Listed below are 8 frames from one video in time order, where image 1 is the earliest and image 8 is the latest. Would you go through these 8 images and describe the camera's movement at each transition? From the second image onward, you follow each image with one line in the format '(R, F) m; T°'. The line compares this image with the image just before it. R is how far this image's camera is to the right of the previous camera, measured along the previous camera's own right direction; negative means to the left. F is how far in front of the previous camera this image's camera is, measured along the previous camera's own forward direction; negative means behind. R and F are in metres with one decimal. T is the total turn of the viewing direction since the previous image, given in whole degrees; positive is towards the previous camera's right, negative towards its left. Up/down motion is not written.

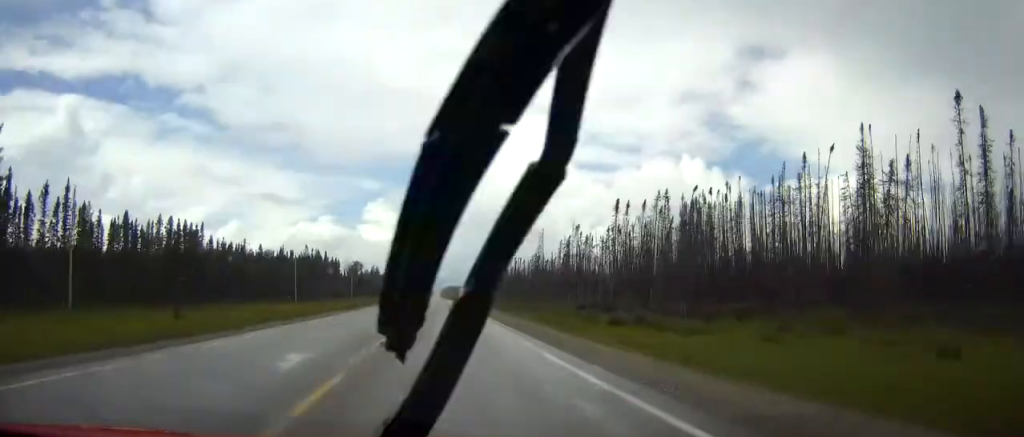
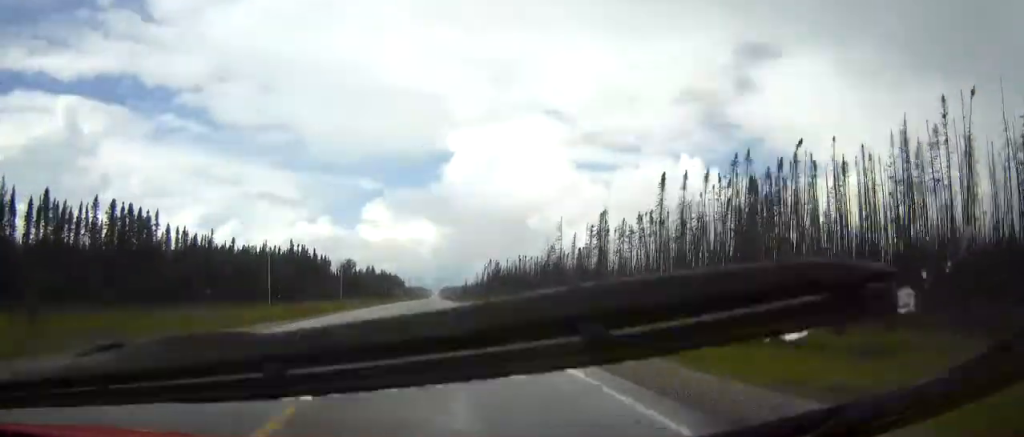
(-0.1, +20.9) m; 0°
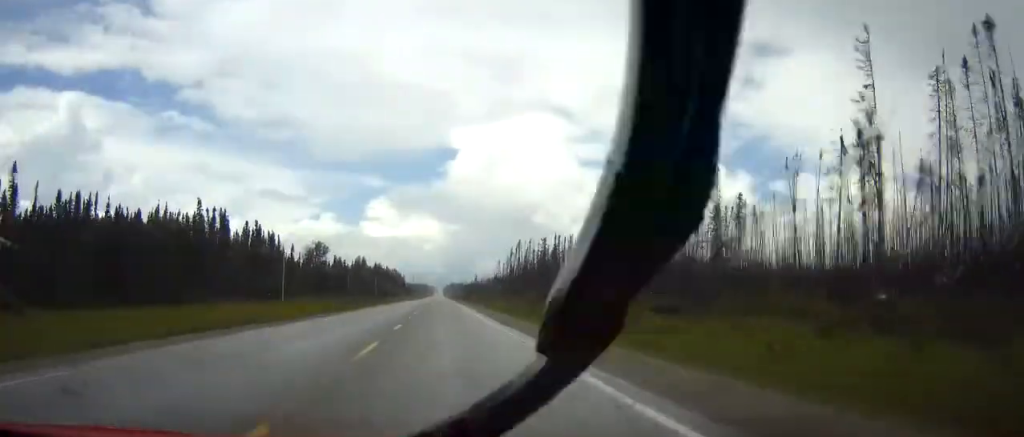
(+0.2, +82.9) m; 0°
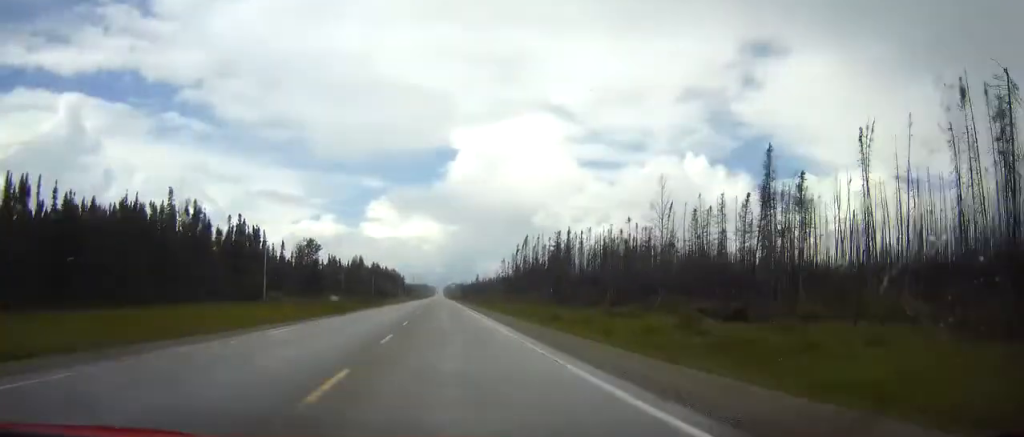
(0.0, +14.0) m; 0°
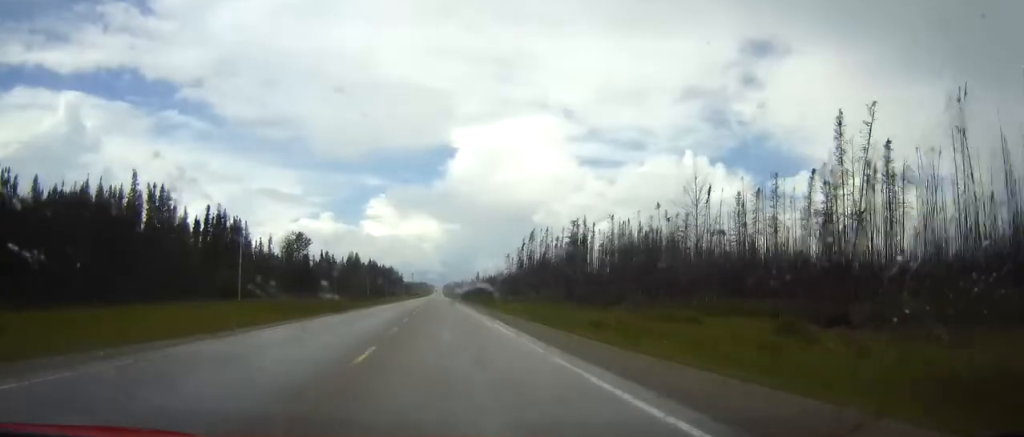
(0.0, +14.0) m; 0°
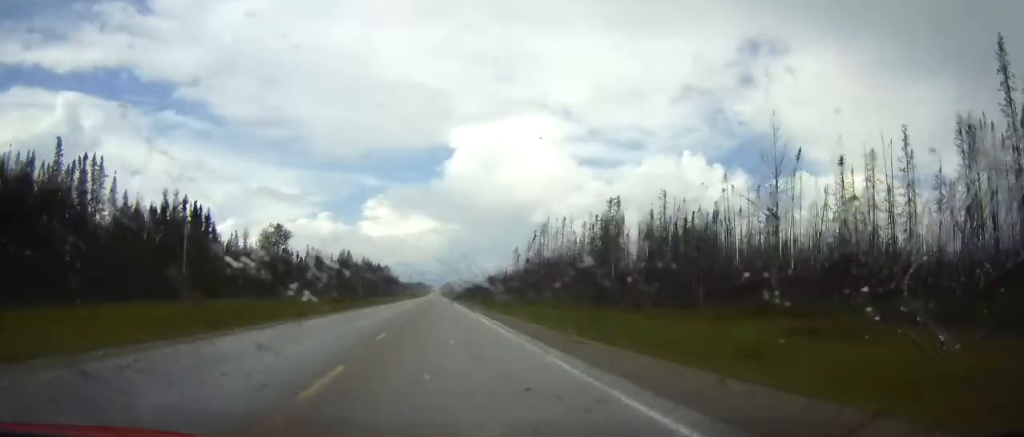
(0.0, +22.0) m; 0°
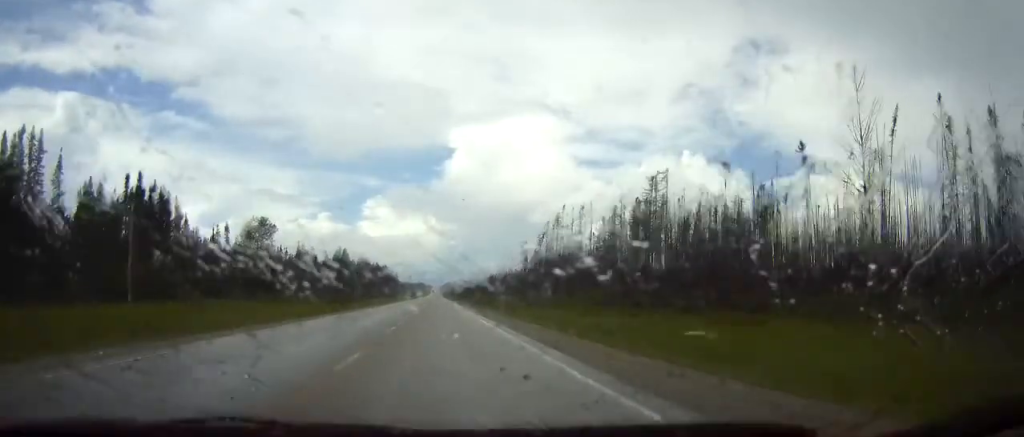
(0.0, +15.0) m; 0°
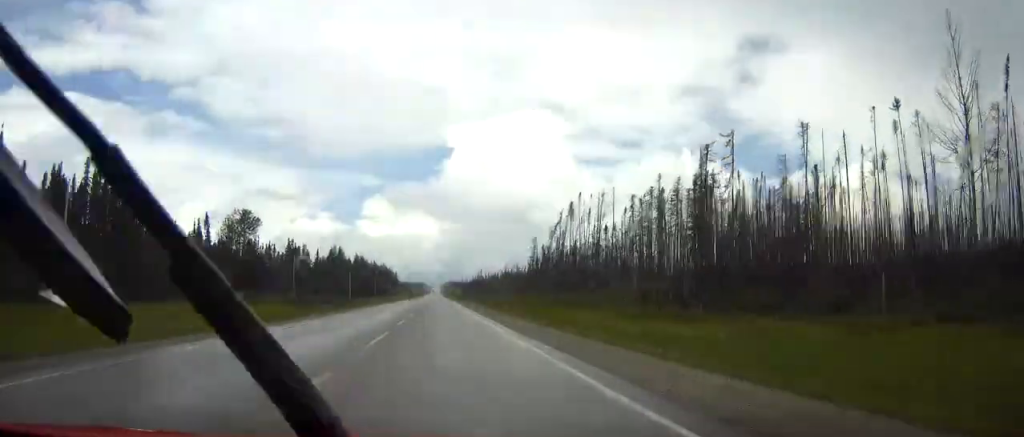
(0.0, +13.0) m; 0°
